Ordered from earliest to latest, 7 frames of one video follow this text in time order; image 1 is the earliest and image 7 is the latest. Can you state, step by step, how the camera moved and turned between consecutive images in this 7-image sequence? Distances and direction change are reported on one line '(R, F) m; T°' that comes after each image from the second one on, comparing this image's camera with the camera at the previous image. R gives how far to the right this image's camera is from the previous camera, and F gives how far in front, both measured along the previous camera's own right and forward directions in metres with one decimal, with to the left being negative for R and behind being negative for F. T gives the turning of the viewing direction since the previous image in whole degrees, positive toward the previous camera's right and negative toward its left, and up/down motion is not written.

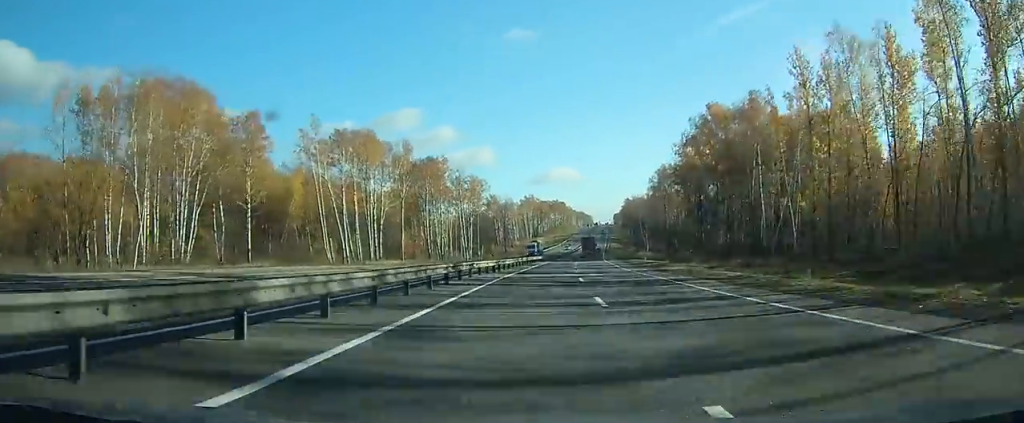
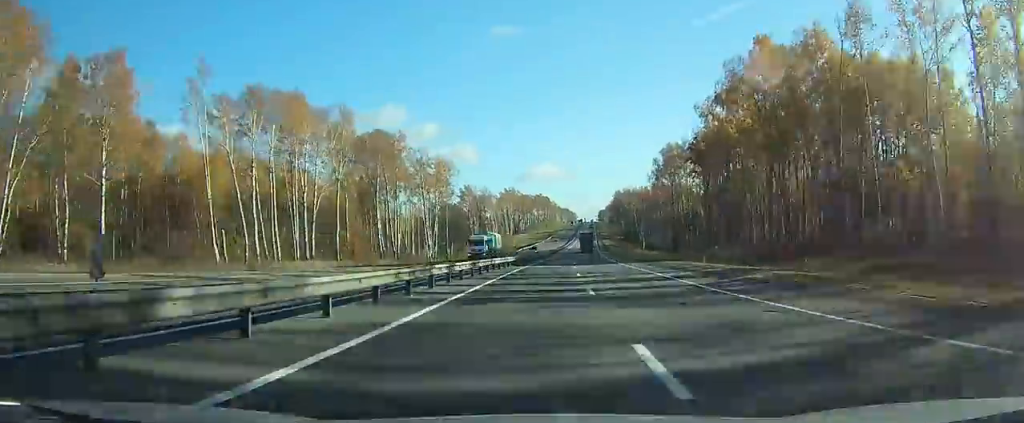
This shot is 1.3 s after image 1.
(+0.6, +35.0) m; +2°
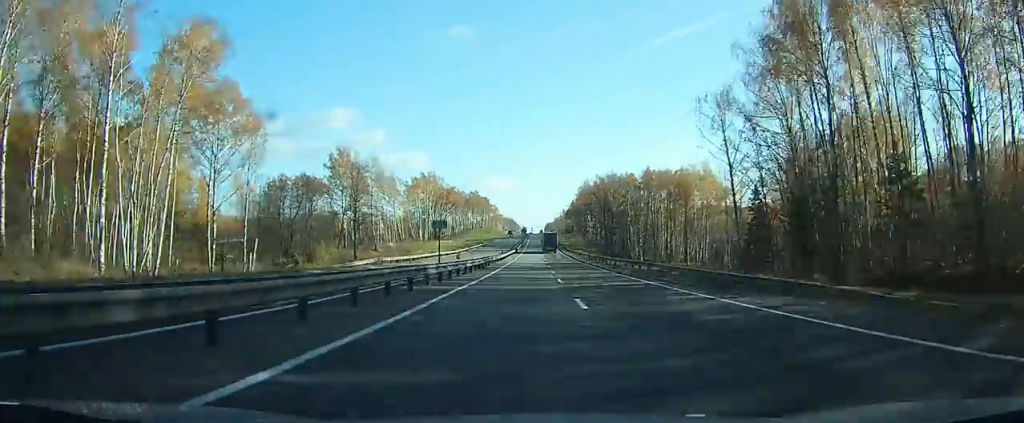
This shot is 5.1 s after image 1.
(+4.3, +100.5) m; +4°
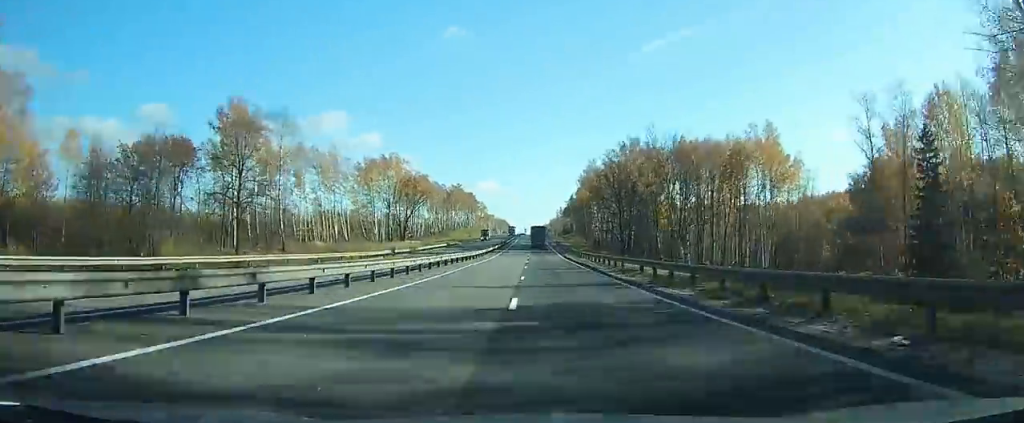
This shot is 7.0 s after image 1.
(+0.5, +46.1) m; +1°
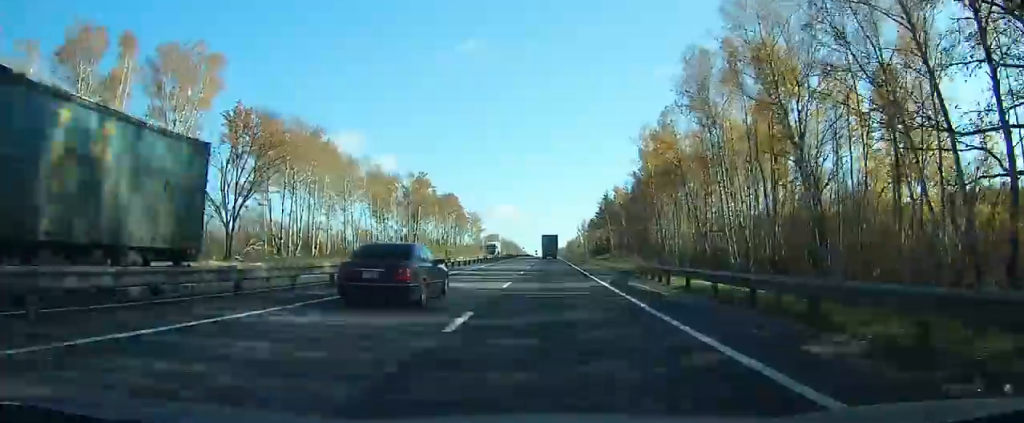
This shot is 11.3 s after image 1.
(-0.6, +108.7) m; -1°
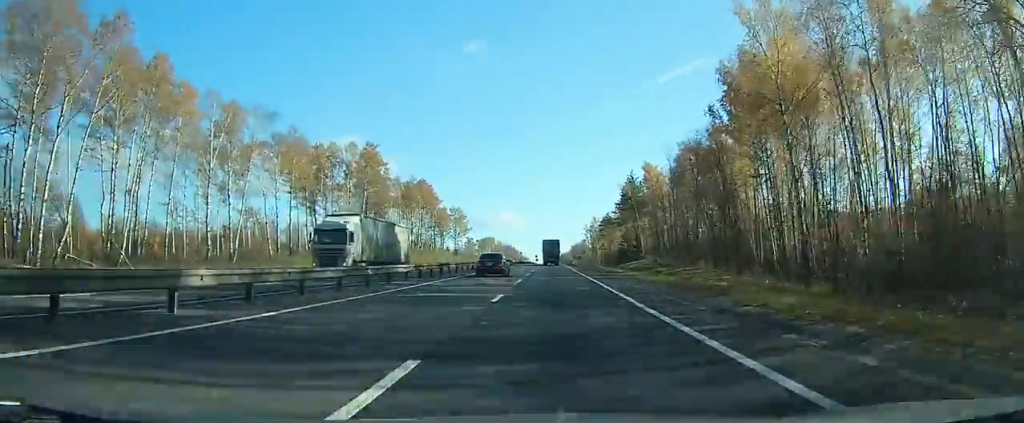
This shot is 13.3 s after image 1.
(-0.2, +50.7) m; 0°
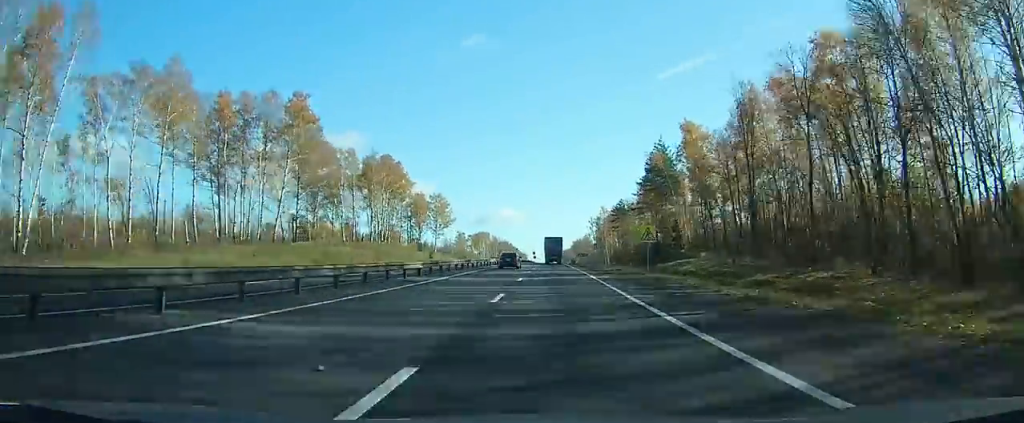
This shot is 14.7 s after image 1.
(0.0, +34.8) m; 0°
